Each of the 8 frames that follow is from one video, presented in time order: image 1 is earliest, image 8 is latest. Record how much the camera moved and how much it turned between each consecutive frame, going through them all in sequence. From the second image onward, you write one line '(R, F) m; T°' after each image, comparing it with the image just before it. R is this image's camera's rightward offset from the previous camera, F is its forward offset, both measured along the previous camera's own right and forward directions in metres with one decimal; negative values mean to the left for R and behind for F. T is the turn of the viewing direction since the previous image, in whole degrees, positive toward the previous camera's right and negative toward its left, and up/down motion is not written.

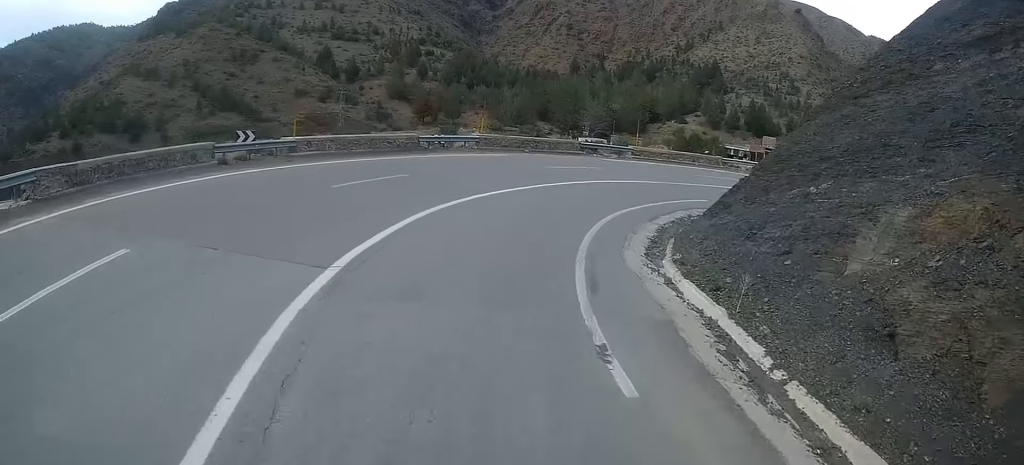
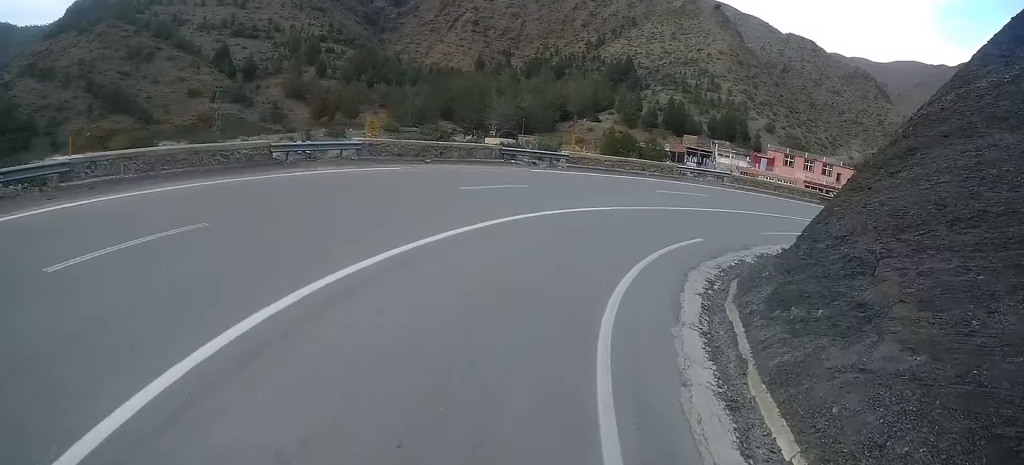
(+0.7, +9.5) m; +9°
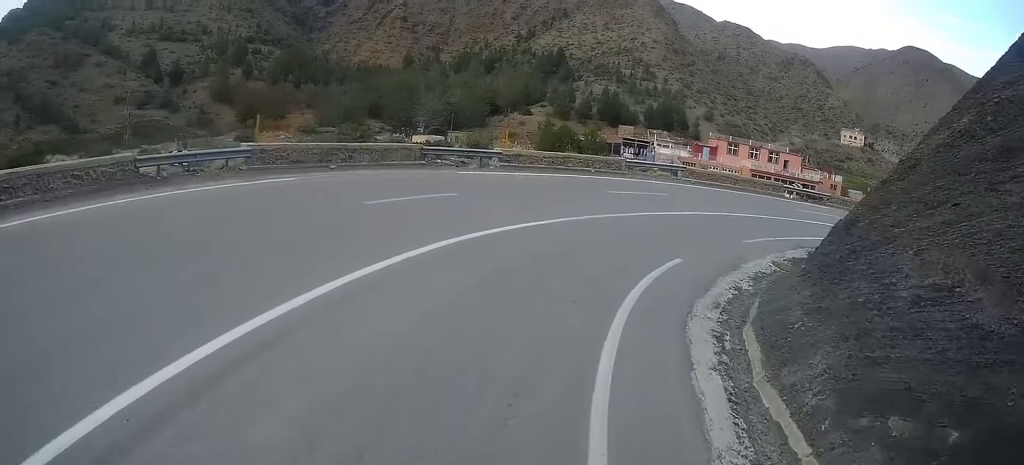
(+0.2, +4.4) m; +3°
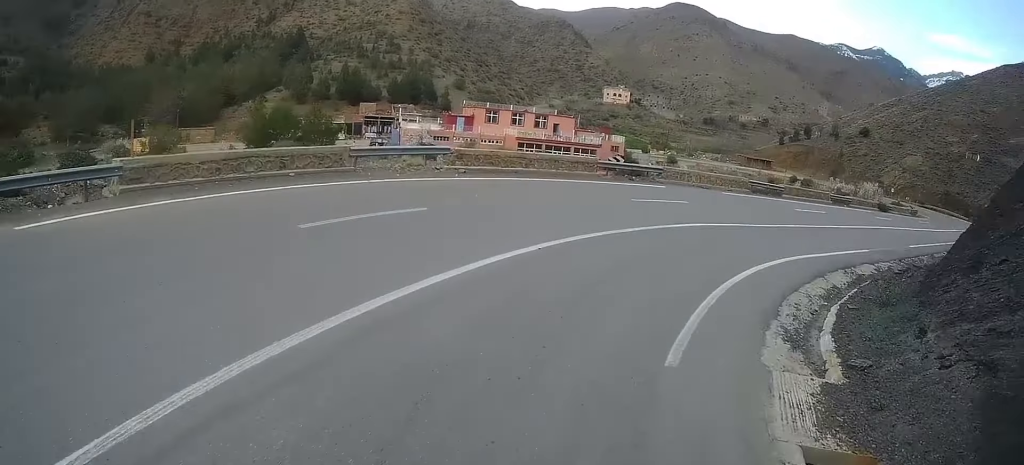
(0.0, +12.6) m; +14°
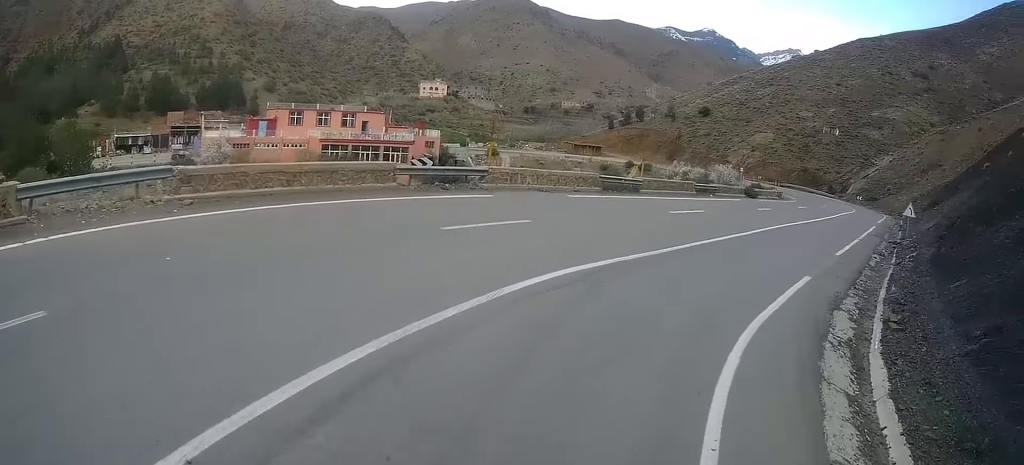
(+2.0, +6.6) m; +23°
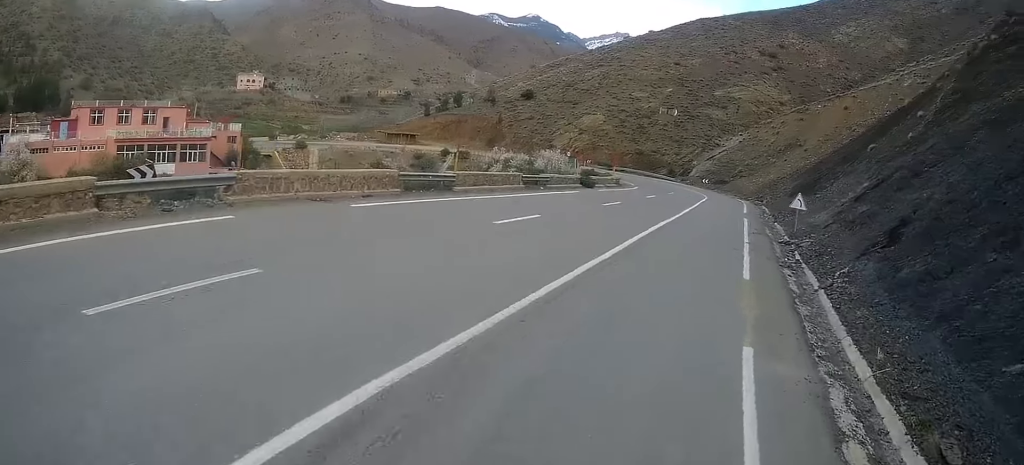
(+0.9, +6.3) m; +20°
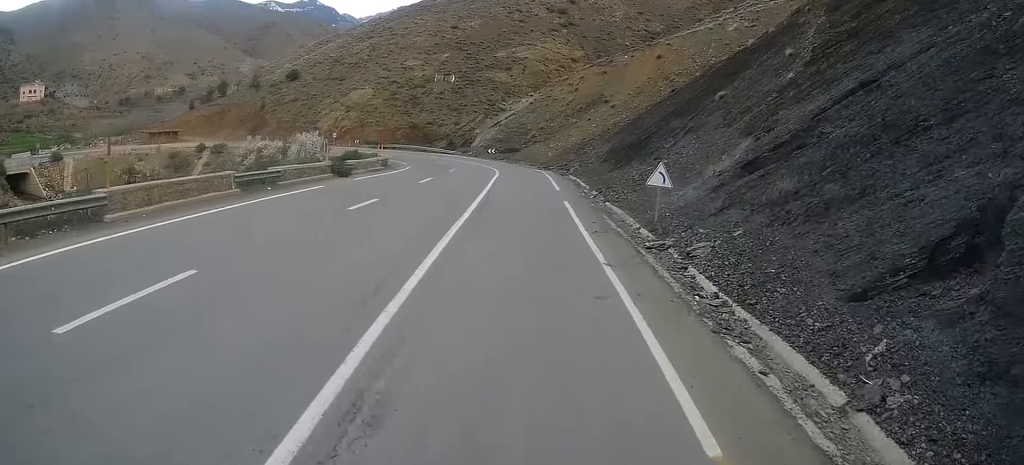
(+2.8, +9.5) m; +31°
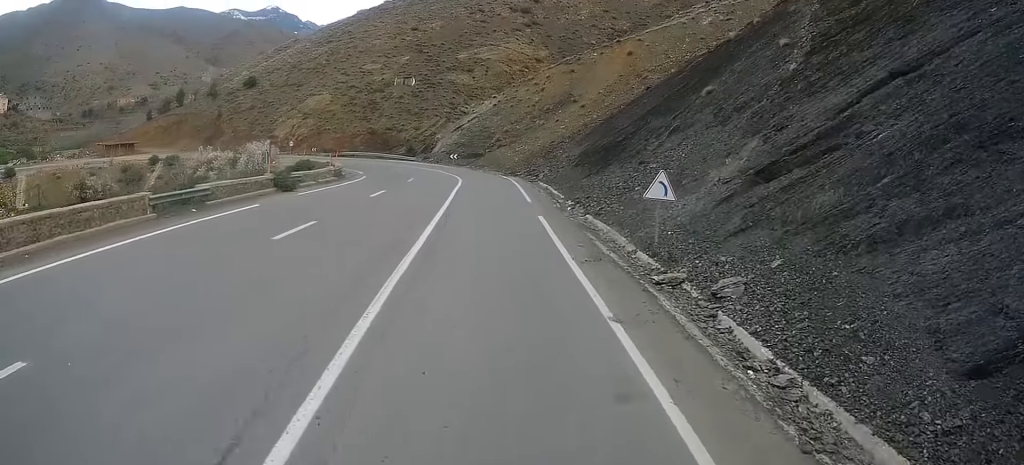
(+0.4, +3.6) m; +4°
